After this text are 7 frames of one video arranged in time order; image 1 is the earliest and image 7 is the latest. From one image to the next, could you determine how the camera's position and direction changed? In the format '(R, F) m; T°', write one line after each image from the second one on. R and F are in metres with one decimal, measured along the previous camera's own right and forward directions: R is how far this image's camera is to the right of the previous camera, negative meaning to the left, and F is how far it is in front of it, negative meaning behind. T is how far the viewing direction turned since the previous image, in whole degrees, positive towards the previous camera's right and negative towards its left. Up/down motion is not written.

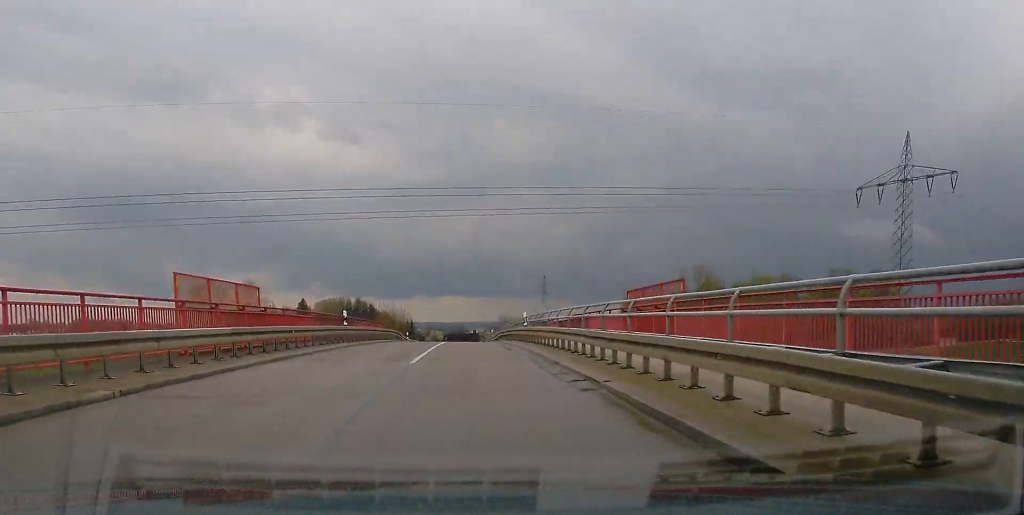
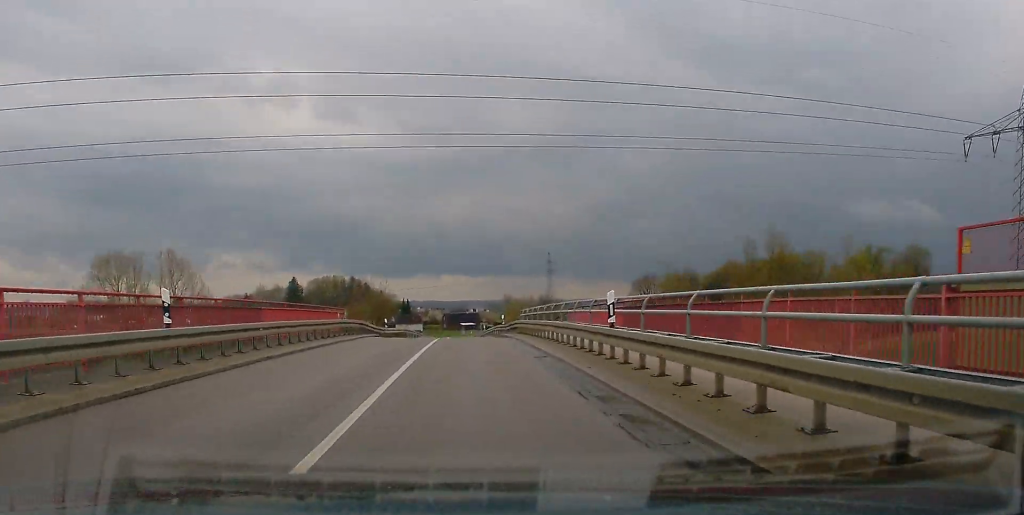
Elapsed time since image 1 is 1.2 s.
(-0.2, +20.2) m; 0°
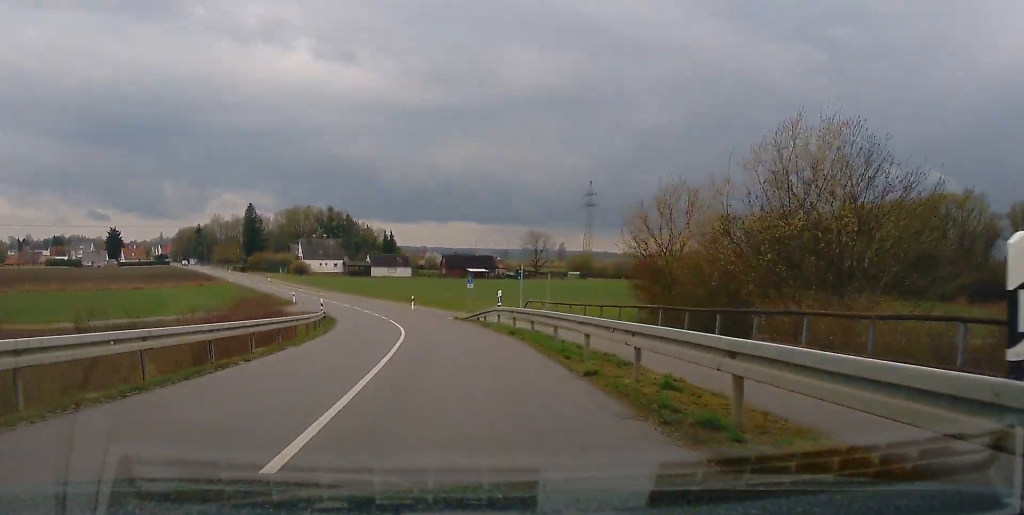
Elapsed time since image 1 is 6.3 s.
(-0.1, +88.0) m; -4°
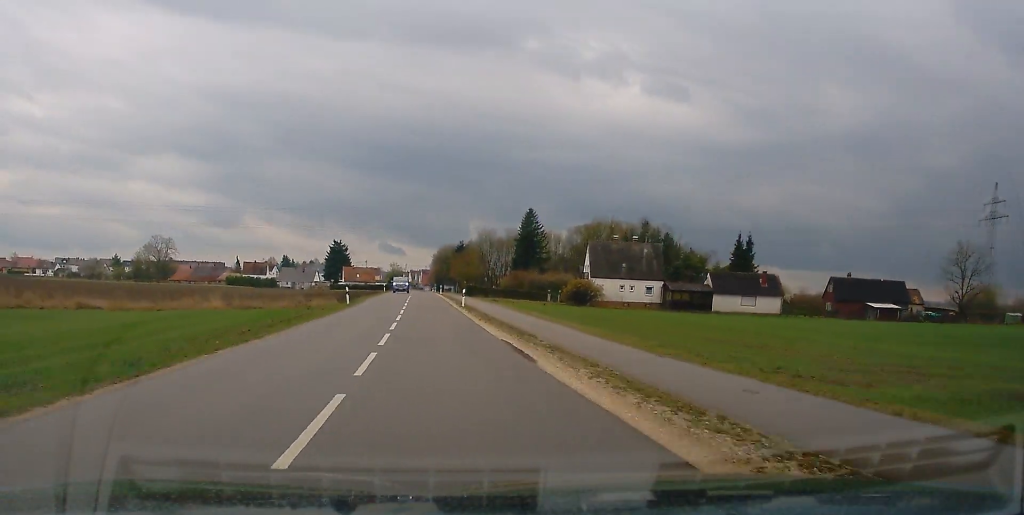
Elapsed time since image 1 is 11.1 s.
(-15.1, +88.4) m; -17°
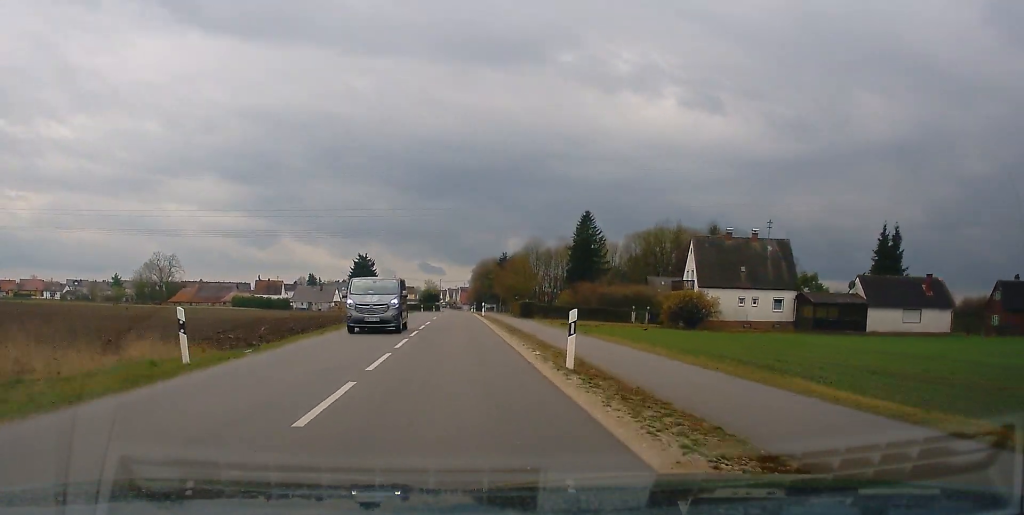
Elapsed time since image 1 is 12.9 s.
(-1.1, +34.1) m; -3°
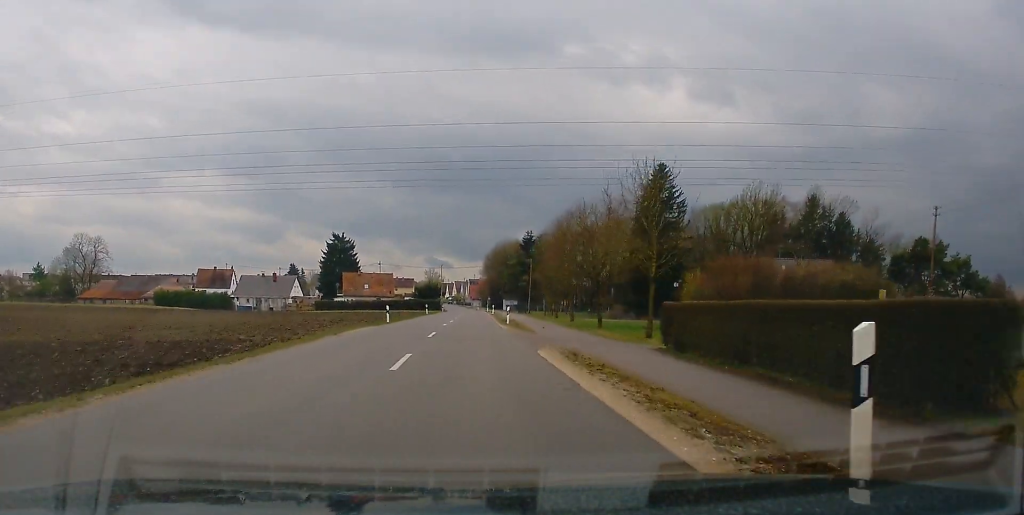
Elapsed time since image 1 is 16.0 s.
(-0.9, +60.9) m; -1°
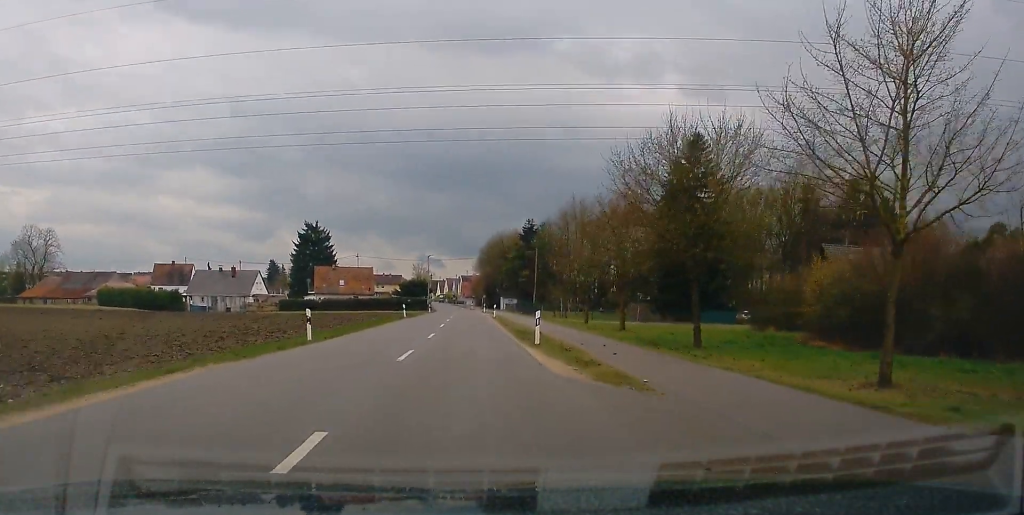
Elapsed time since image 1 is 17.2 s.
(+0.1, +23.0) m; 0°
